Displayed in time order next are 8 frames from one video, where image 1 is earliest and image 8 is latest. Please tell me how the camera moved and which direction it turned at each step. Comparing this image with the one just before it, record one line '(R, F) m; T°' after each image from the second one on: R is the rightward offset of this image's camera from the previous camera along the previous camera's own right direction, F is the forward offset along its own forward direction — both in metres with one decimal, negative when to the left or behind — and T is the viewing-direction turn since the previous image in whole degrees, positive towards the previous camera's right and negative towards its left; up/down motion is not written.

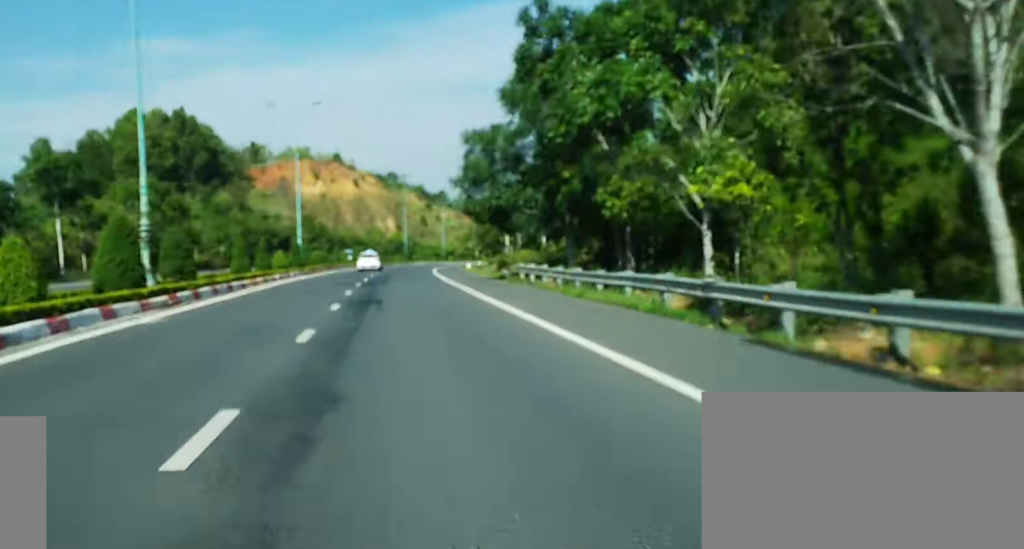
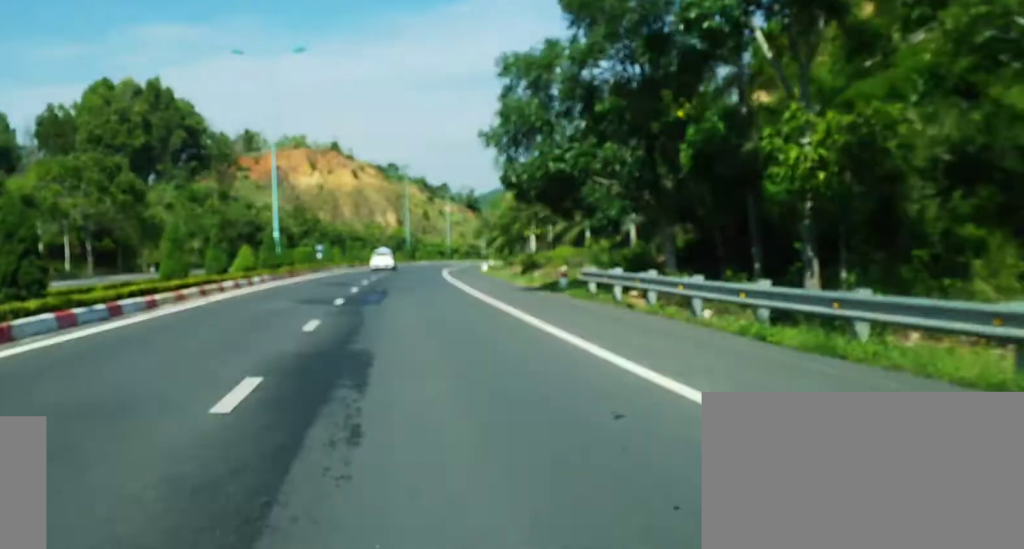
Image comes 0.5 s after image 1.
(0.0, +11.5) m; 0°
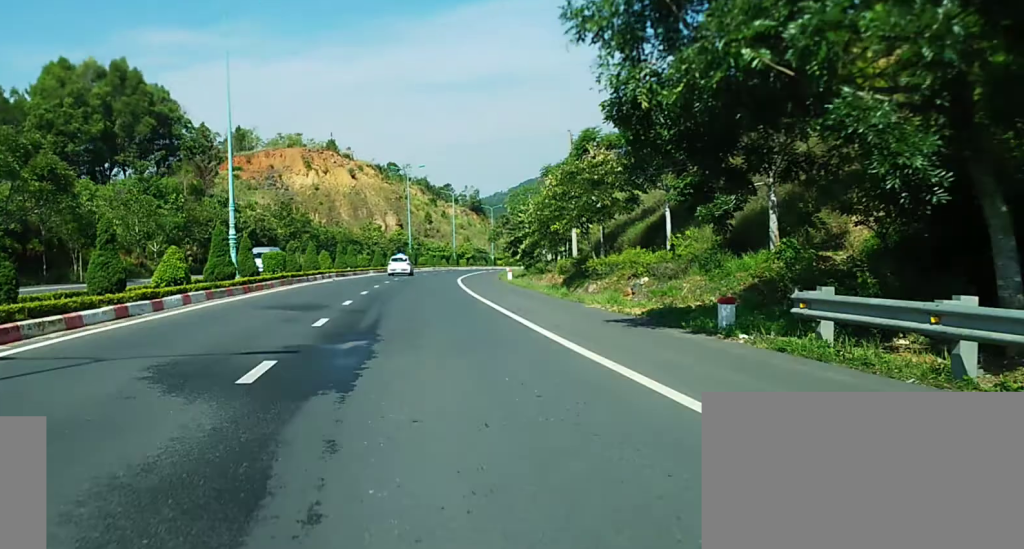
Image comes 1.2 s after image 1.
(0.0, +14.4) m; +1°
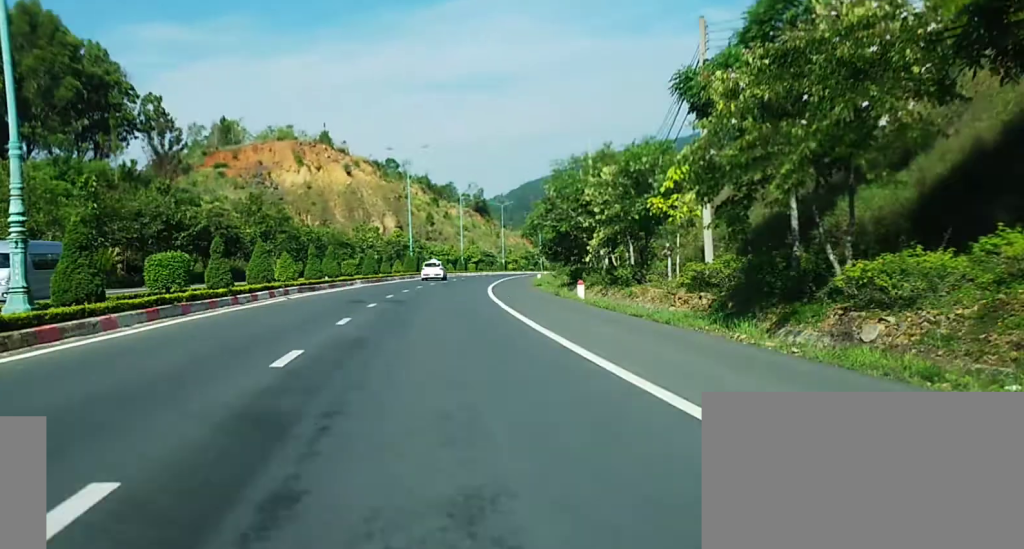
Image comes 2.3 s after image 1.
(+0.3, +23.0) m; +1°
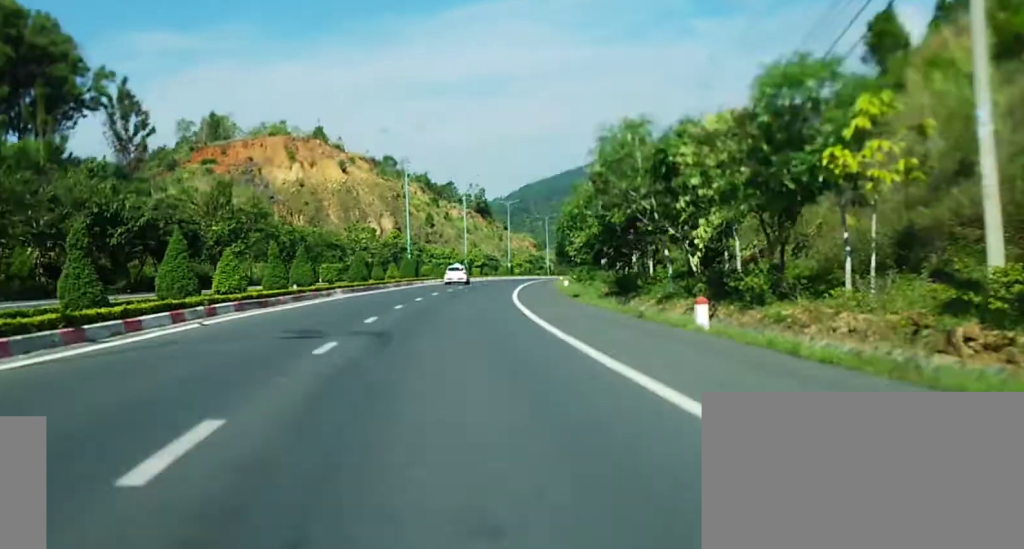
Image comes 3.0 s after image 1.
(+0.1, +14.4) m; 0°
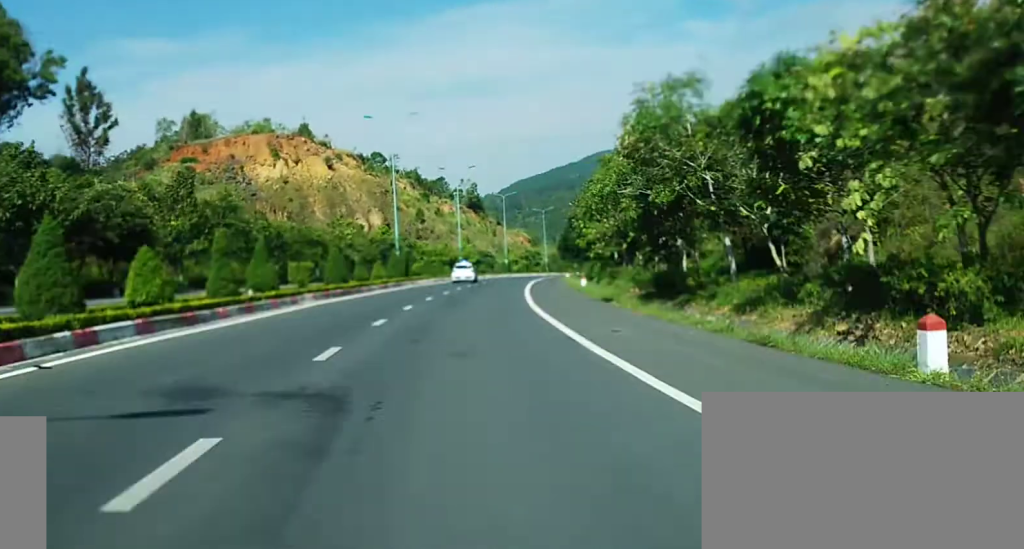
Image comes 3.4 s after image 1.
(0.0, +8.7) m; 0°
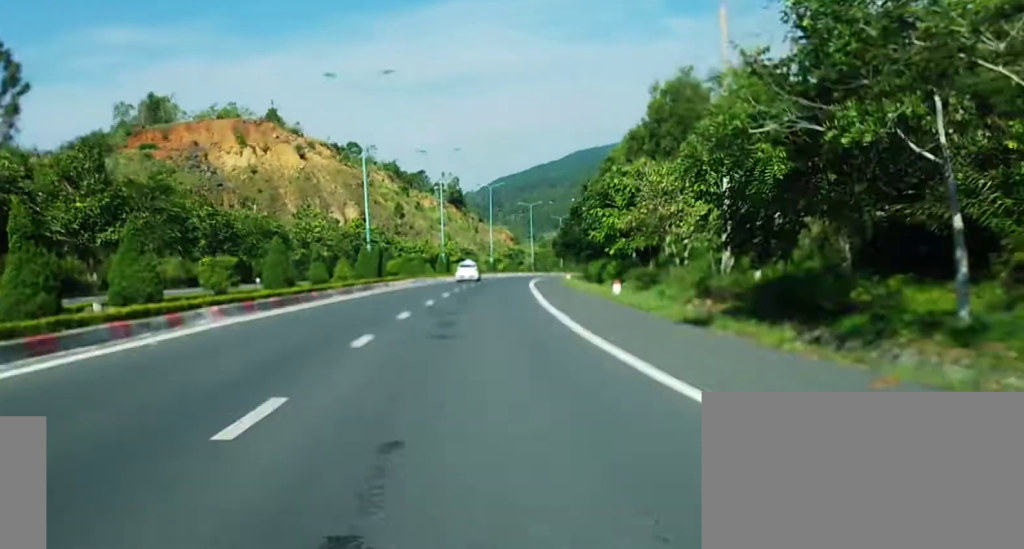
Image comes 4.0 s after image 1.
(0.0, +14.5) m; 0°
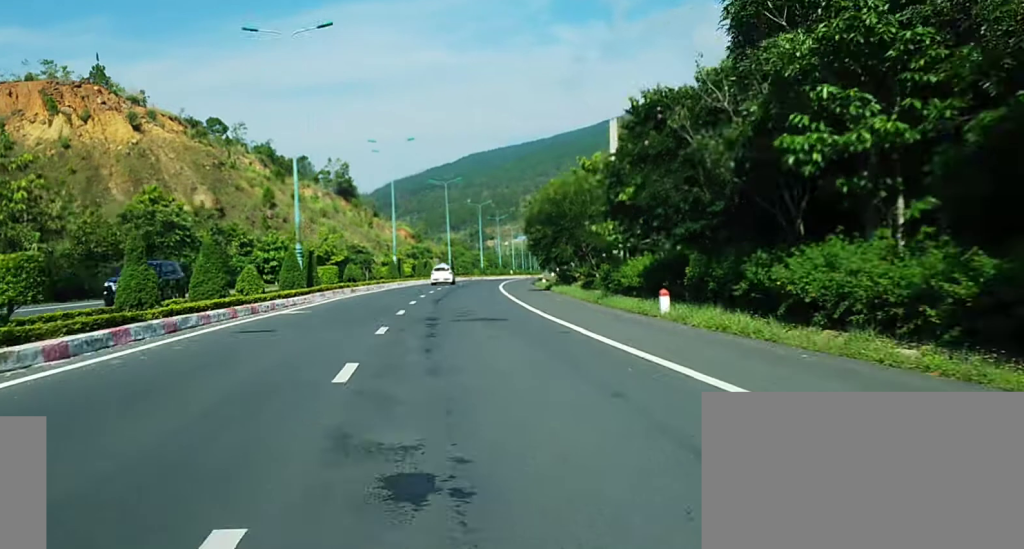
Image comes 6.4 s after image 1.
(+2.6, +53.0) m; +6°
